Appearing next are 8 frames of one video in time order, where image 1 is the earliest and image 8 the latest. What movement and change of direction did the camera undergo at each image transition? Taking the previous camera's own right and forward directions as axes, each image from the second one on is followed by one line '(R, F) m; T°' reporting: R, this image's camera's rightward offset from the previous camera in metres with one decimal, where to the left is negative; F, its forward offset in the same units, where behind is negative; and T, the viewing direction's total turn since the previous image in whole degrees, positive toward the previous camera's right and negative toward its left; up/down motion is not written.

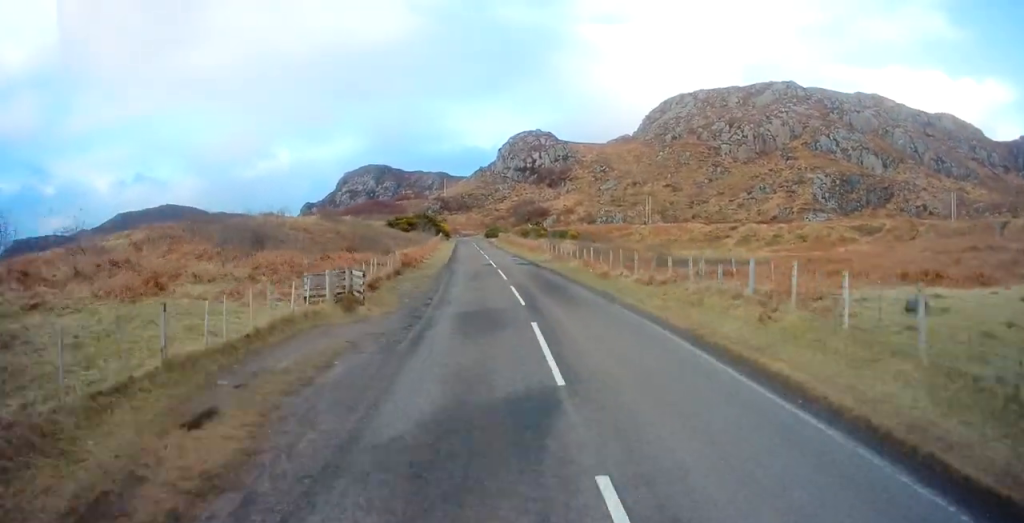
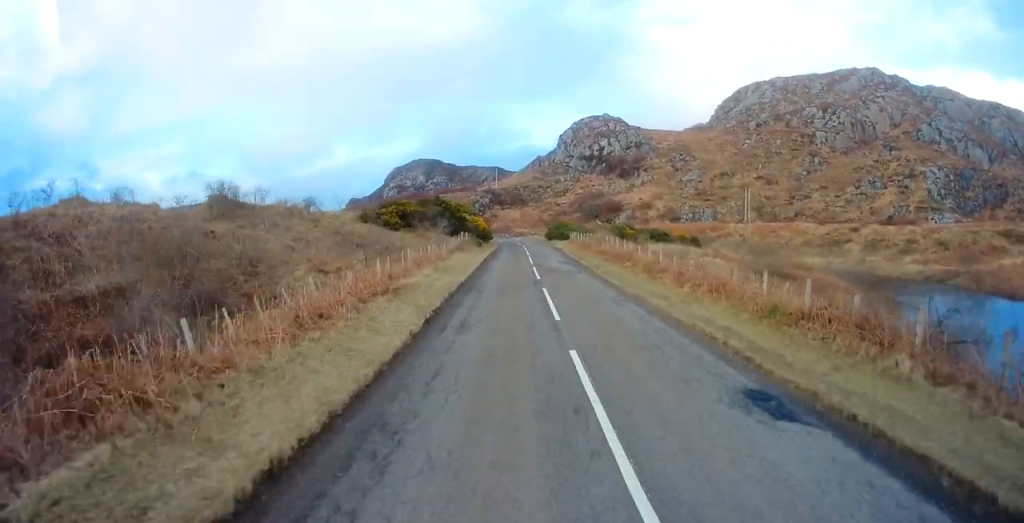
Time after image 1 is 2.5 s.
(-1.9, +39.2) m; -5°
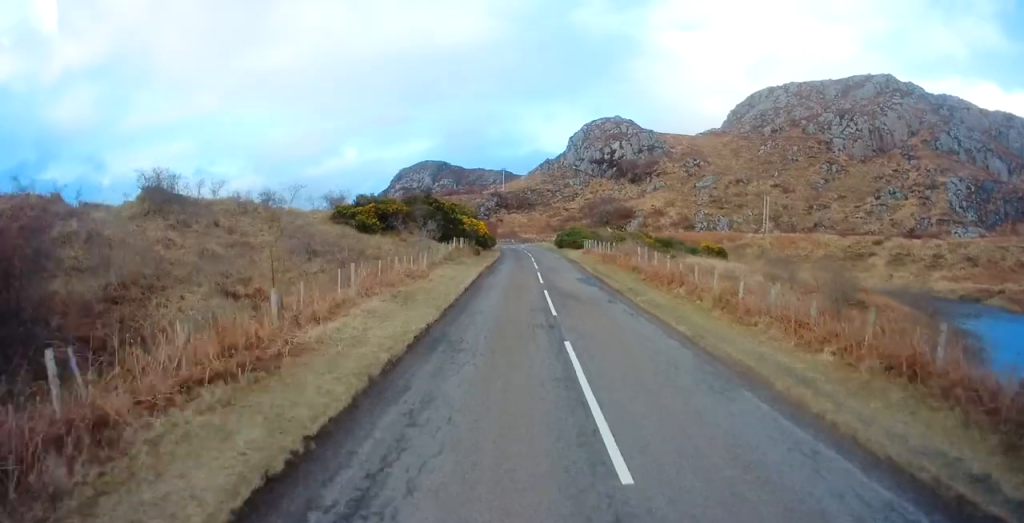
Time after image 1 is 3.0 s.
(0.0, +8.4) m; -1°
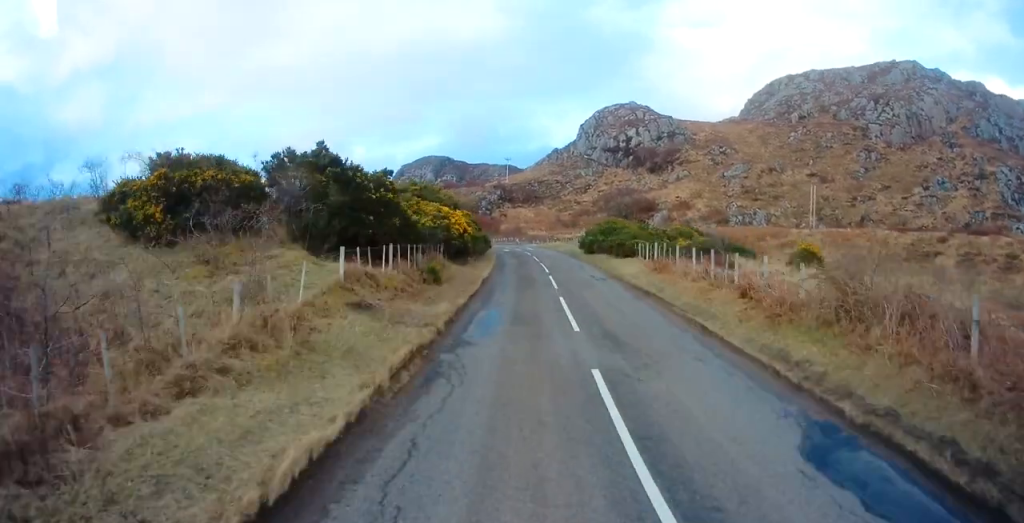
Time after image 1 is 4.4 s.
(-0.2, +21.5) m; +1°
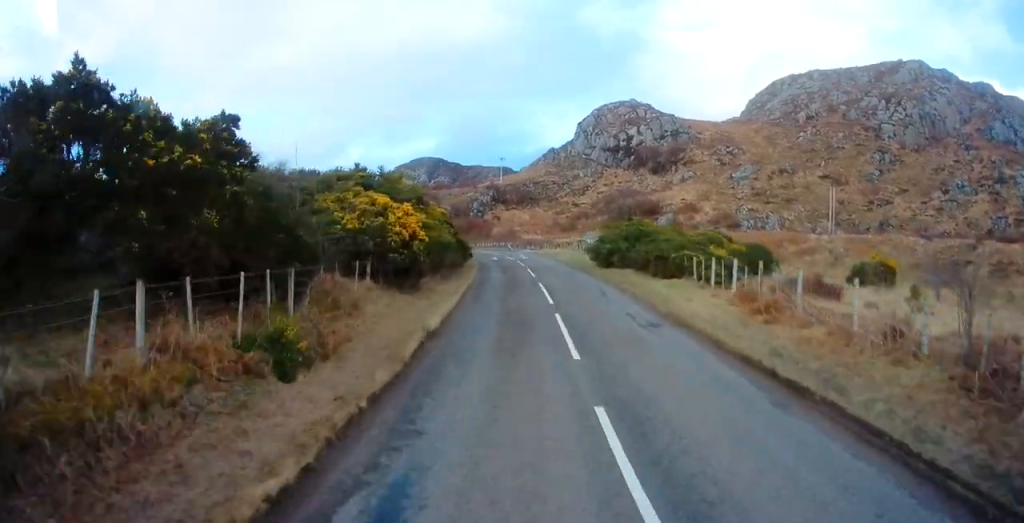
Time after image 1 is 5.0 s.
(+0.2, +11.0) m; +1°
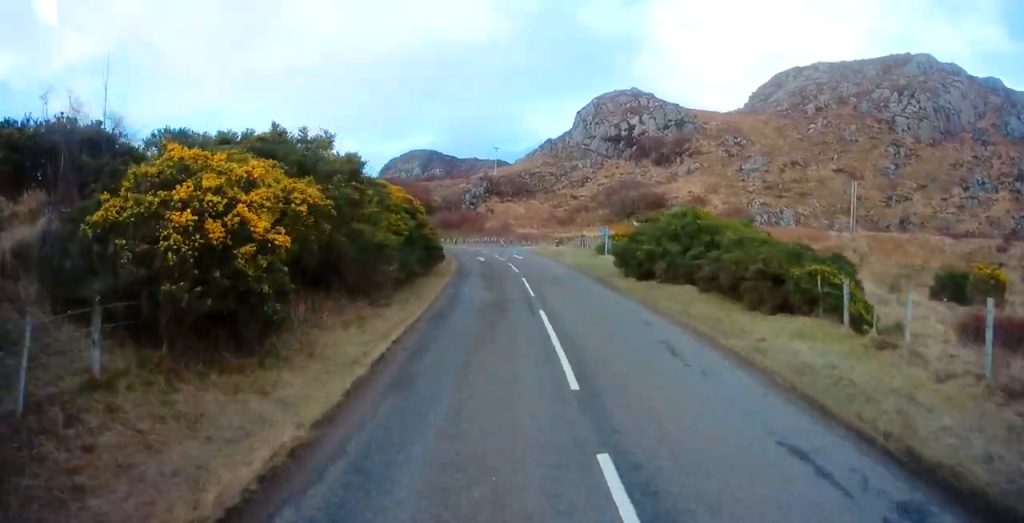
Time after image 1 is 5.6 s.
(0.0, +9.5) m; -1°
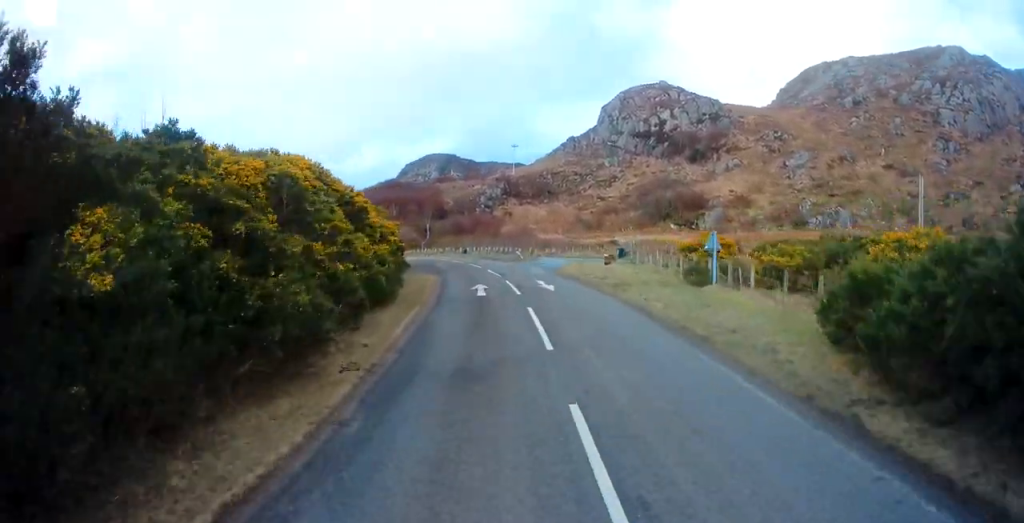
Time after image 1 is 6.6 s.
(-0.3, +15.2) m; -3°
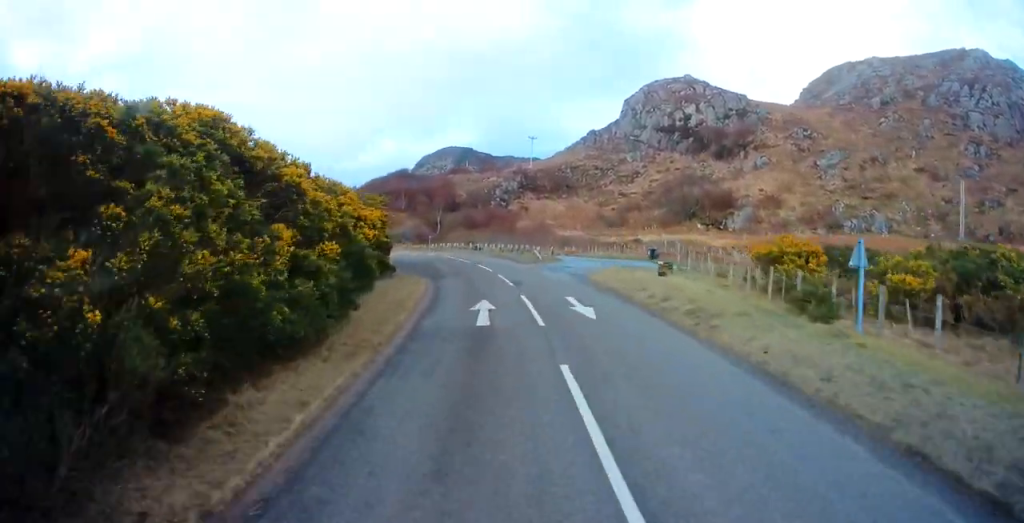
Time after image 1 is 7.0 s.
(0.0, +6.9) m; -2°
